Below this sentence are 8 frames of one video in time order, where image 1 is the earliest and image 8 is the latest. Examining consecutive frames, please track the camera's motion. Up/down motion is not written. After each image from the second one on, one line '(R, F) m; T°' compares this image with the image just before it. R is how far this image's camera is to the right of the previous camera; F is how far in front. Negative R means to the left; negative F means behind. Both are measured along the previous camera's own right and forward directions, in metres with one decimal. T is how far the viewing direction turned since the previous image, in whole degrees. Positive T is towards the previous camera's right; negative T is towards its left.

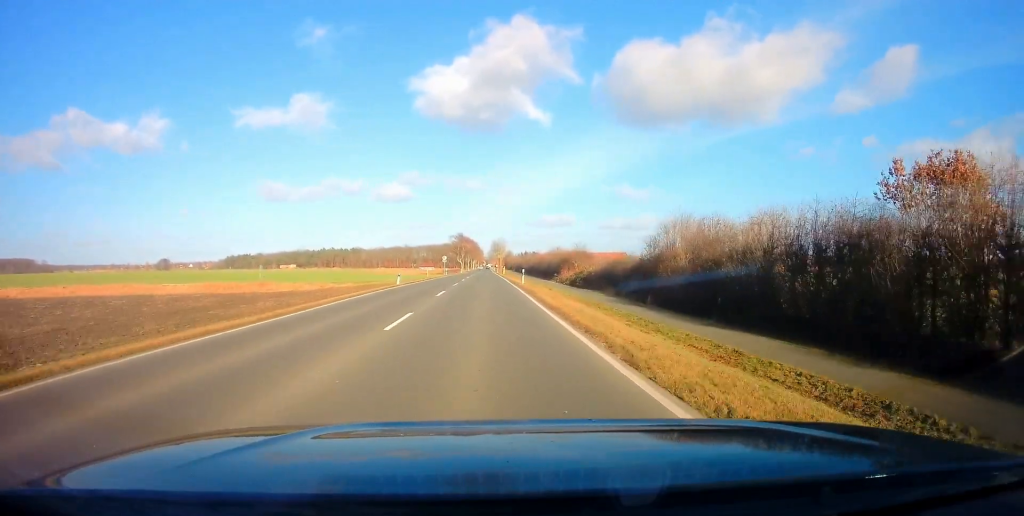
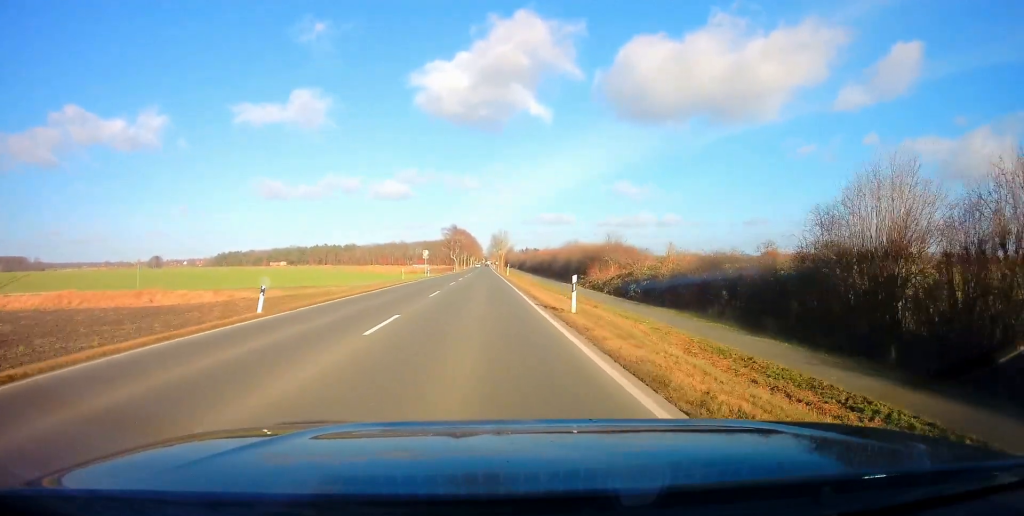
(+0.1, +25.0) m; +1°
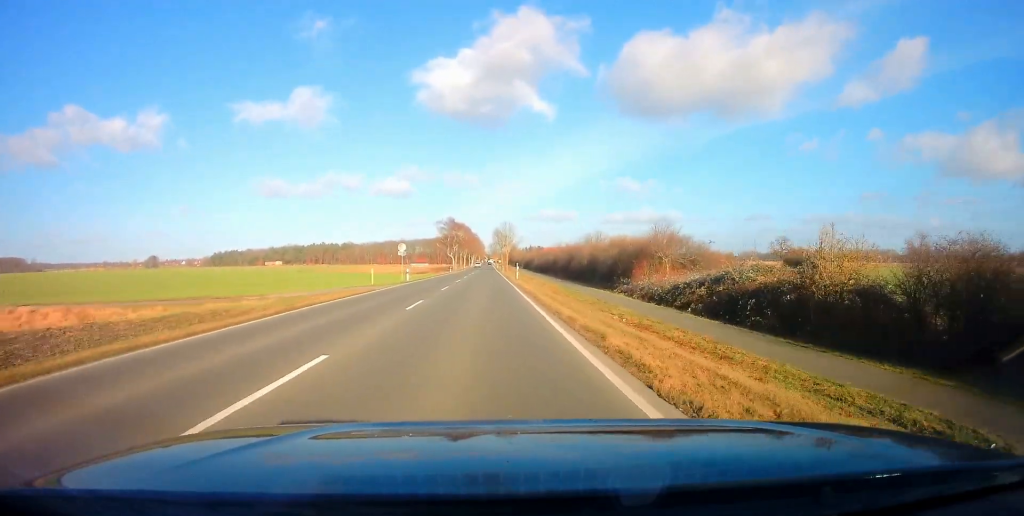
(+0.2, +18.4) m; 0°
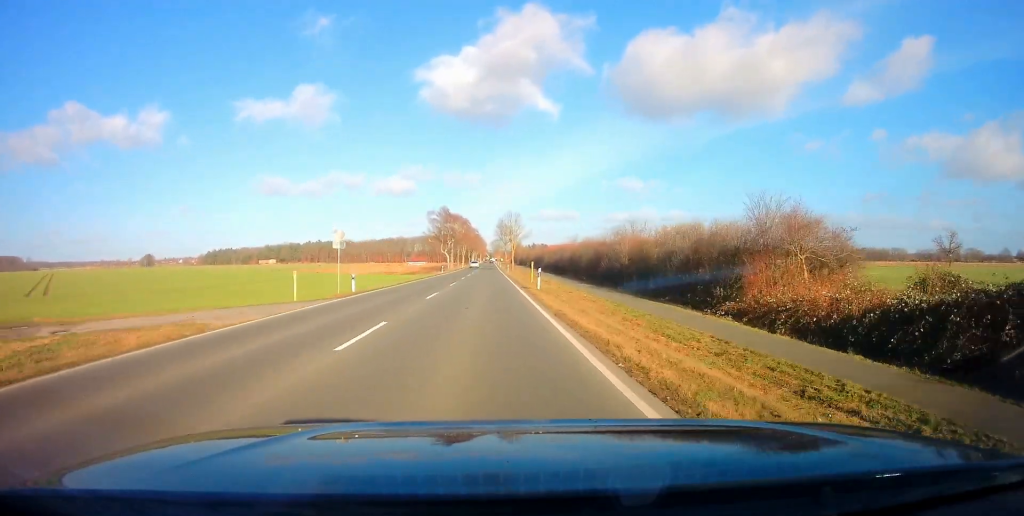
(-0.2, +19.4) m; -1°
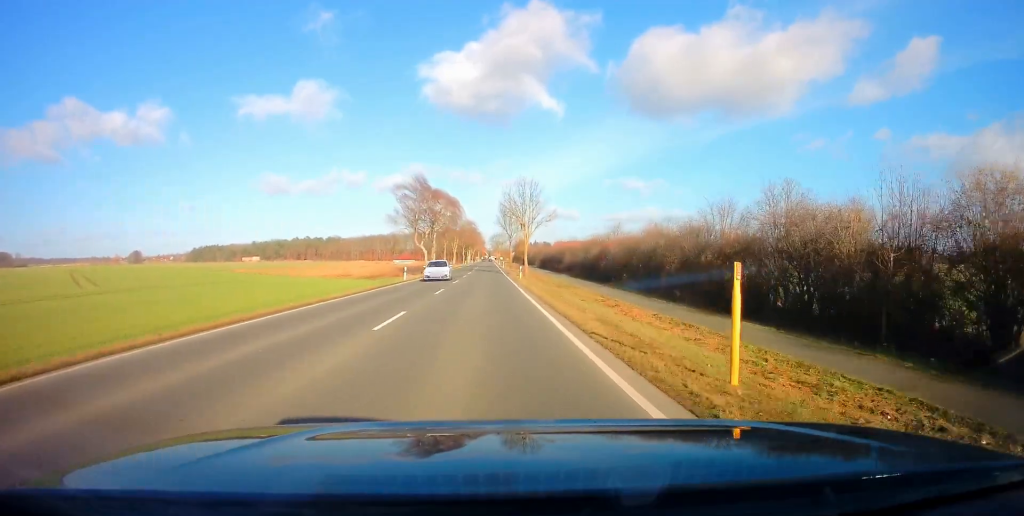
(+0.4, +33.1) m; +1°
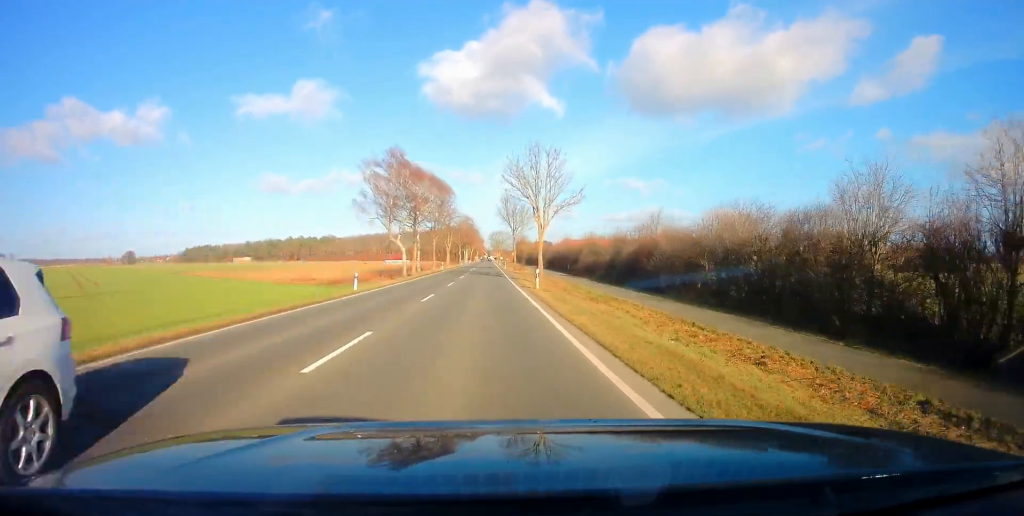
(+0.3, +16.0) m; 0°
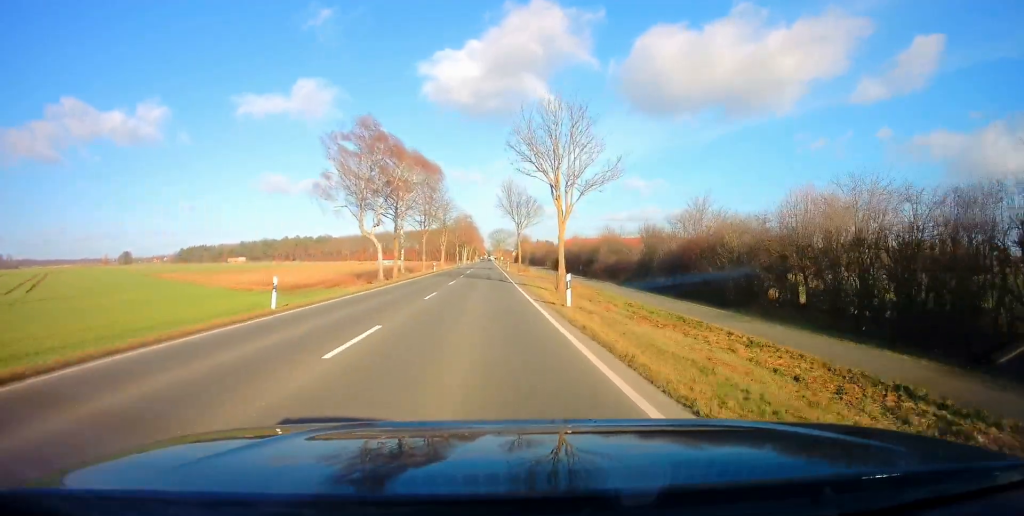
(-0.3, +11.0) m; 0°
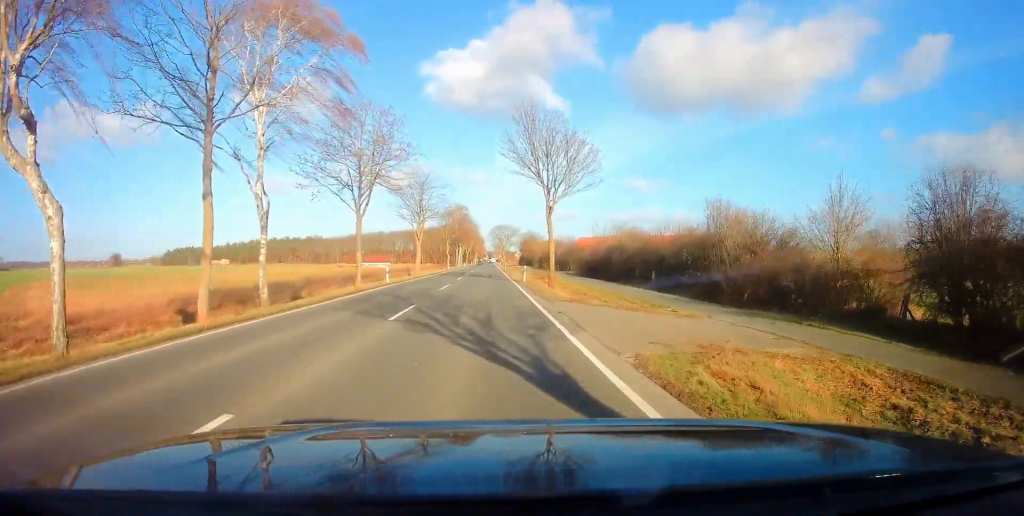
(+0.3, +30.7) m; 0°
